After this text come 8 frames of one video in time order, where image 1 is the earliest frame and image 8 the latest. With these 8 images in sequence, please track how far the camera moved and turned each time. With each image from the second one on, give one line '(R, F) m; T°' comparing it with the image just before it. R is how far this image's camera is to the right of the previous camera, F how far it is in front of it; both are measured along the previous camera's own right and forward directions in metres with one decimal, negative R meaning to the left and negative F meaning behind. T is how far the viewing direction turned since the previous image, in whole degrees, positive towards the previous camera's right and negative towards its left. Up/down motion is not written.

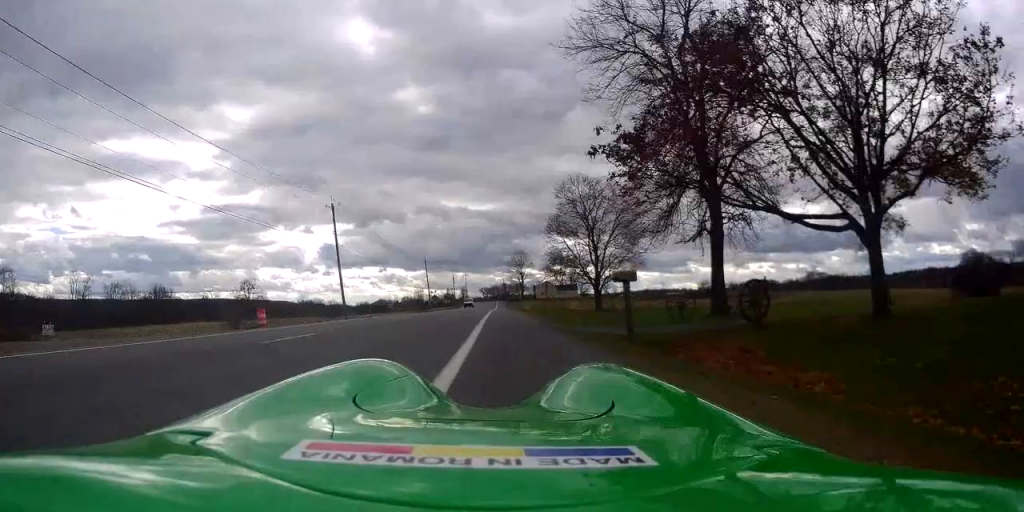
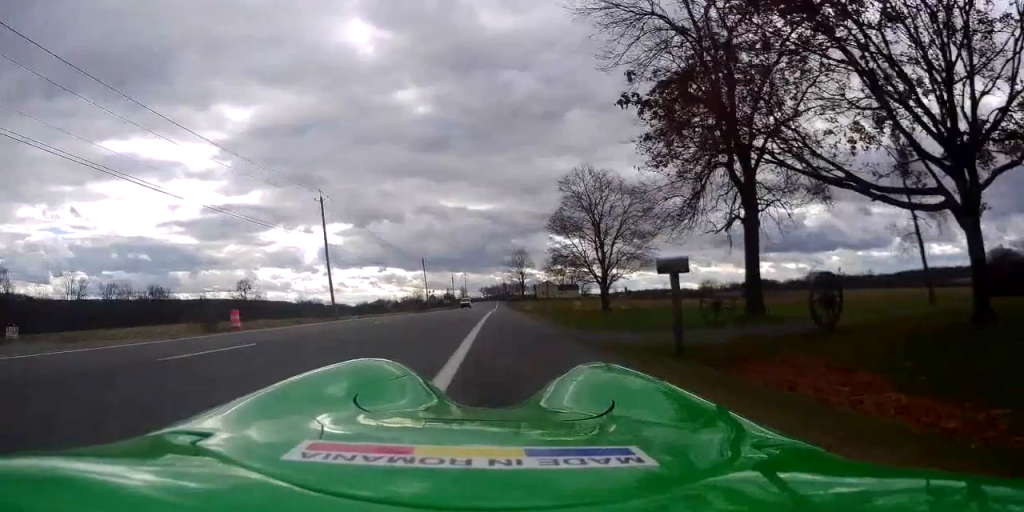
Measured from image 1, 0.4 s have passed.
(-0.2, +3.2) m; +1°
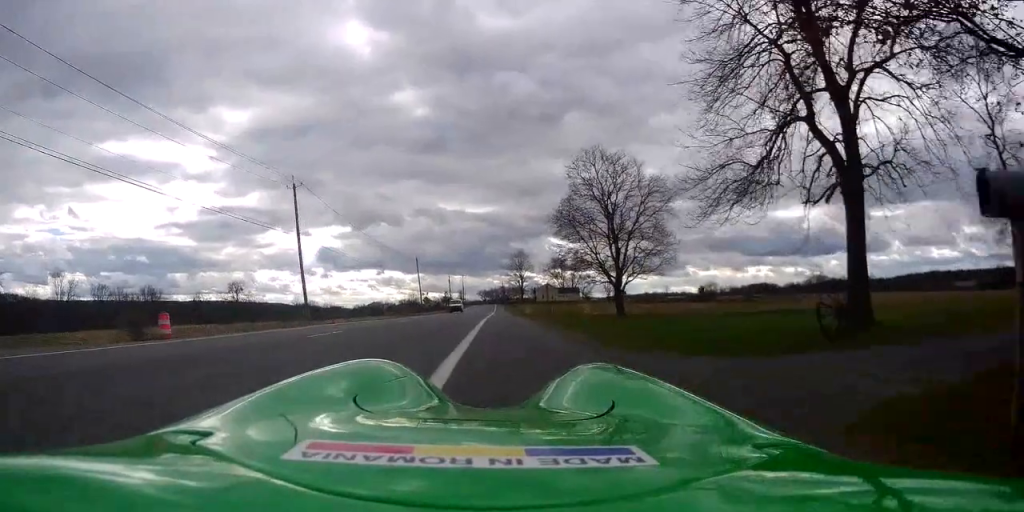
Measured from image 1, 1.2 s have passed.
(0.0, +6.7) m; +2°
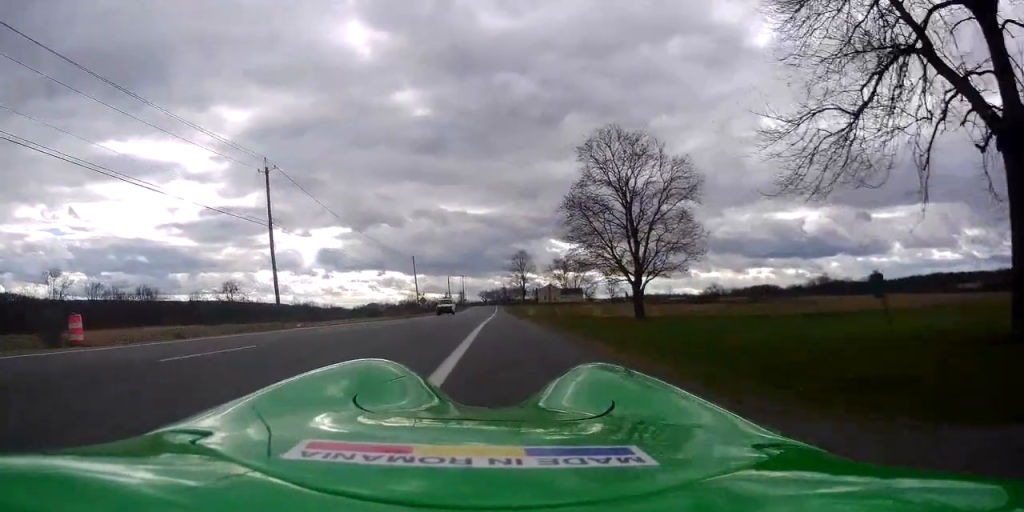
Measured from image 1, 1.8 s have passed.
(+0.5, +5.6) m; +2°
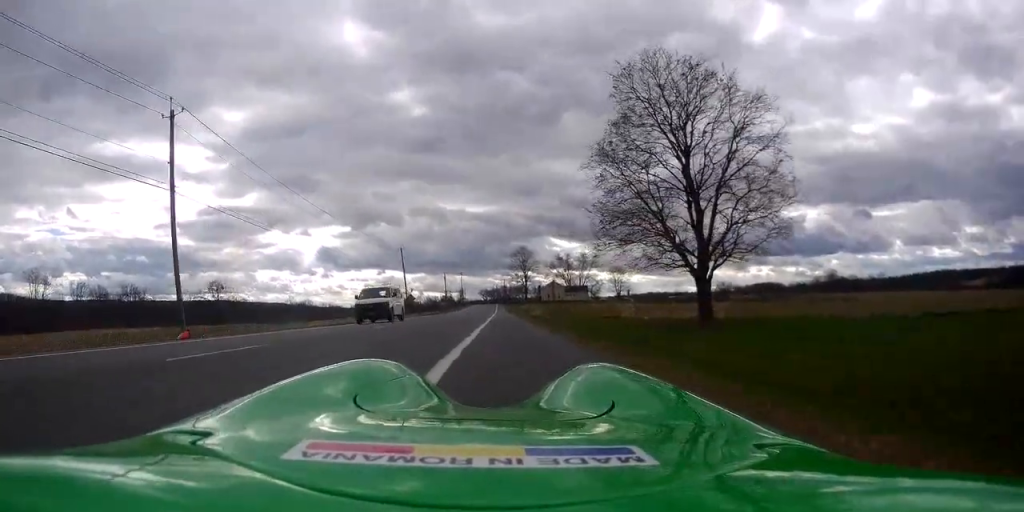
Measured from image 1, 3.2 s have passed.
(-0.7, +12.1) m; -3°
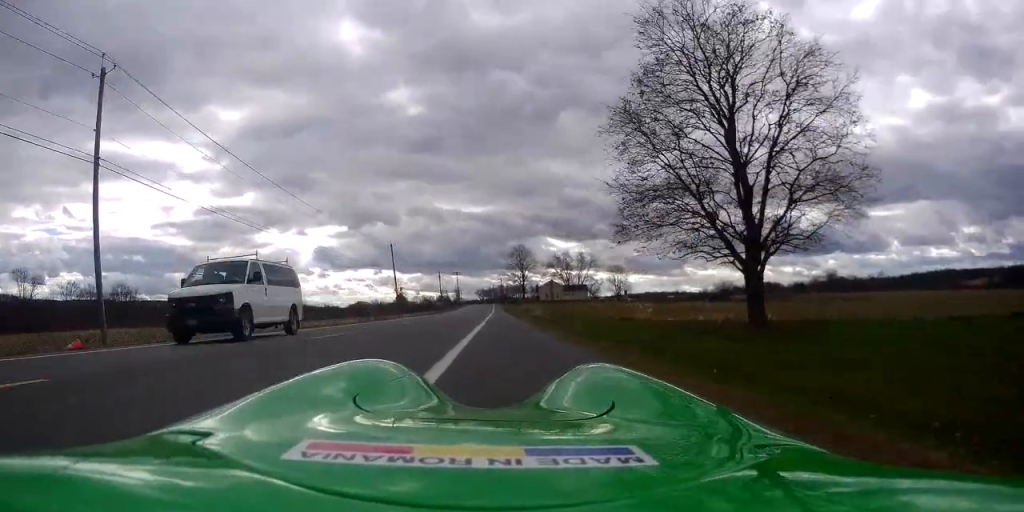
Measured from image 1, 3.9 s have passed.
(0.0, +5.7) m; 0°
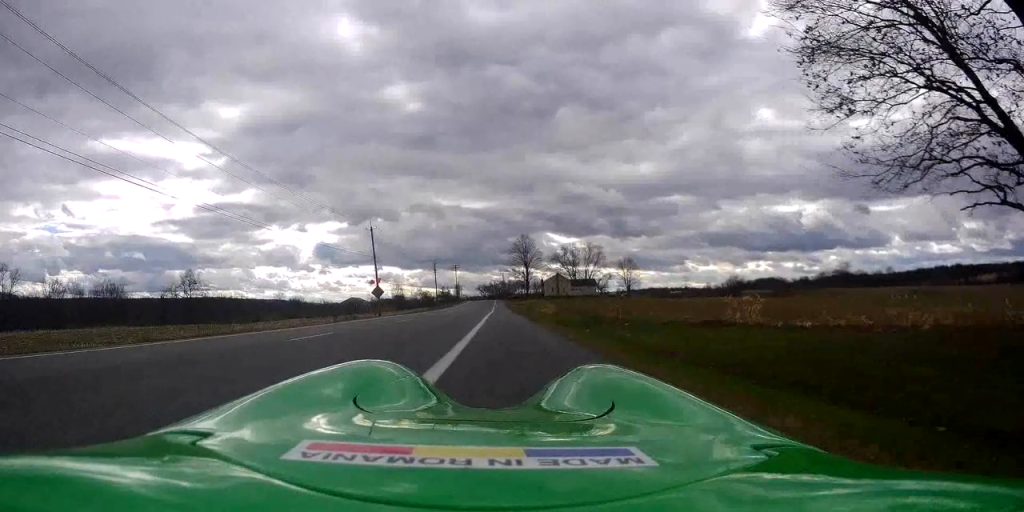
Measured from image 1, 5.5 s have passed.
(+0.2, +13.6) m; 0°
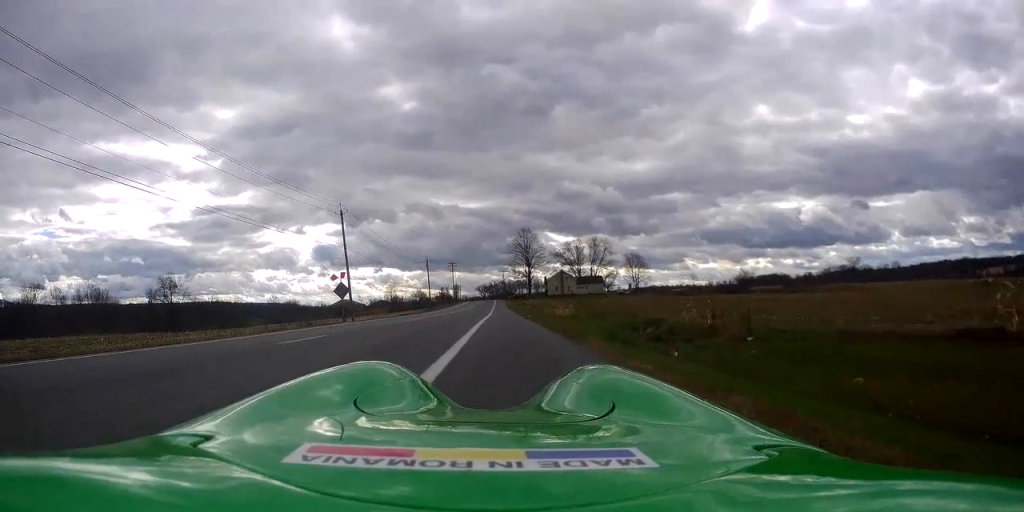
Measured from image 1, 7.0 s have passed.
(-0.1, +12.5) m; 0°
